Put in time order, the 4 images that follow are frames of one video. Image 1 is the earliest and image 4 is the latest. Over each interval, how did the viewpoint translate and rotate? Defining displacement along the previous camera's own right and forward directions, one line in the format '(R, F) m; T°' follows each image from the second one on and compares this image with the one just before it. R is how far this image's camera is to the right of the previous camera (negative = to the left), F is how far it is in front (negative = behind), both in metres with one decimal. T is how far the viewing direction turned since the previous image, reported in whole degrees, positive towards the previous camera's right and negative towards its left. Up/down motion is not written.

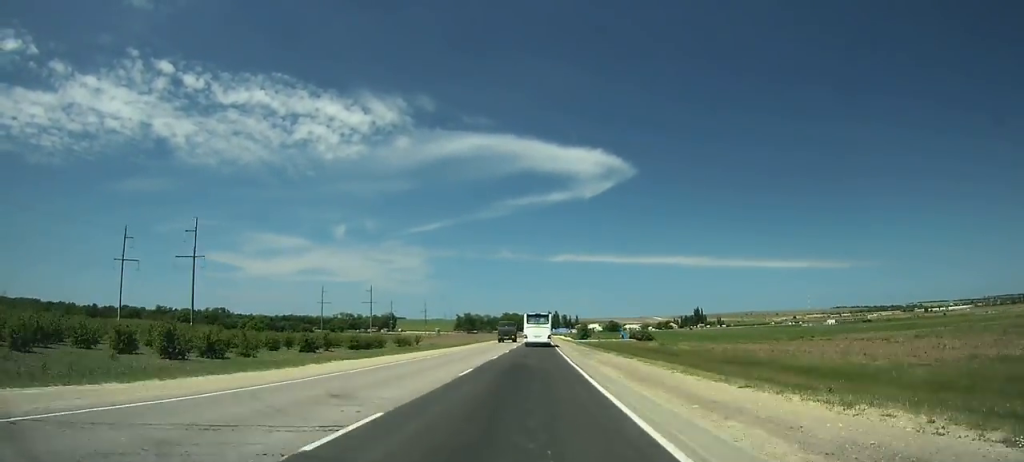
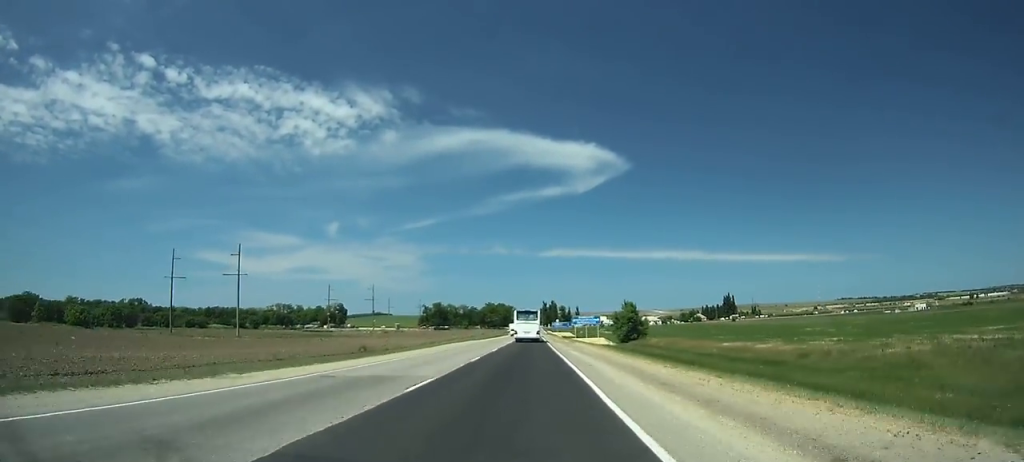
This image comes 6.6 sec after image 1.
(+0.4, +138.3) m; 0°
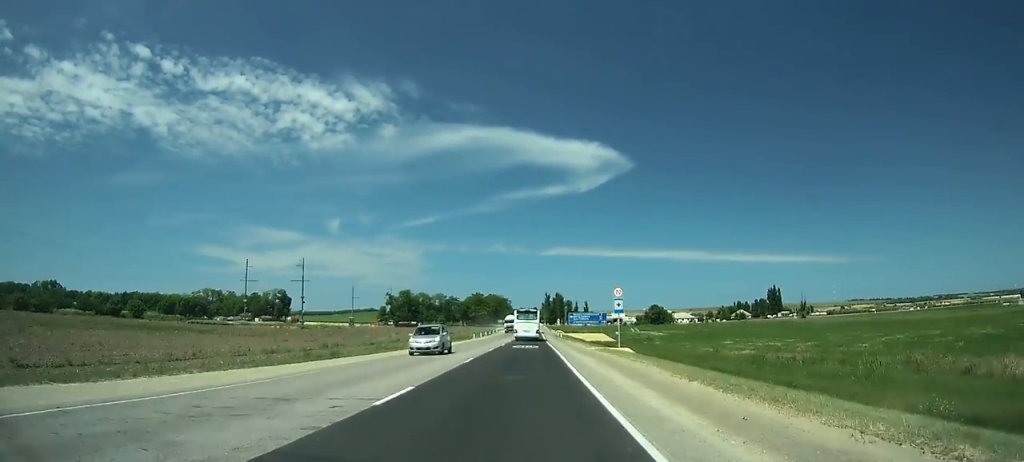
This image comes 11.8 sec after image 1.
(+0.3, +111.1) m; 0°
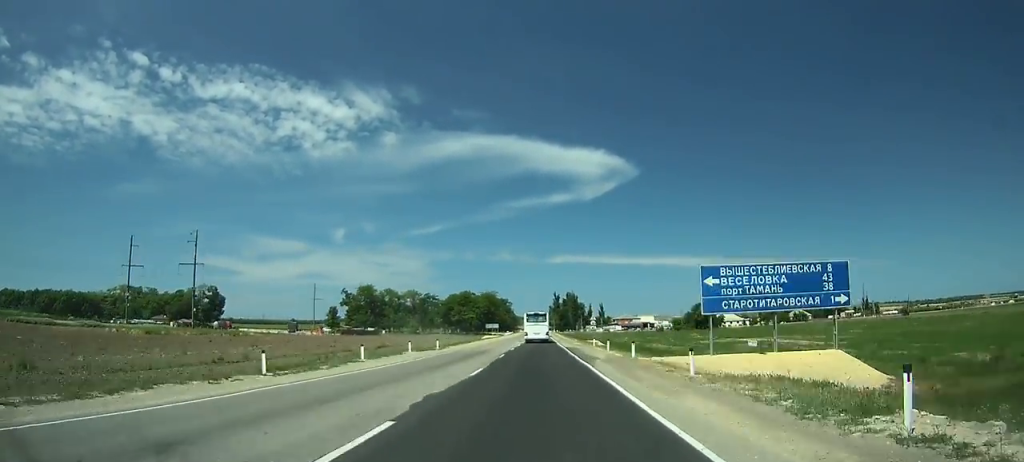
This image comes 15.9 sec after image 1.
(-0.5, +88.0) m; 0°
